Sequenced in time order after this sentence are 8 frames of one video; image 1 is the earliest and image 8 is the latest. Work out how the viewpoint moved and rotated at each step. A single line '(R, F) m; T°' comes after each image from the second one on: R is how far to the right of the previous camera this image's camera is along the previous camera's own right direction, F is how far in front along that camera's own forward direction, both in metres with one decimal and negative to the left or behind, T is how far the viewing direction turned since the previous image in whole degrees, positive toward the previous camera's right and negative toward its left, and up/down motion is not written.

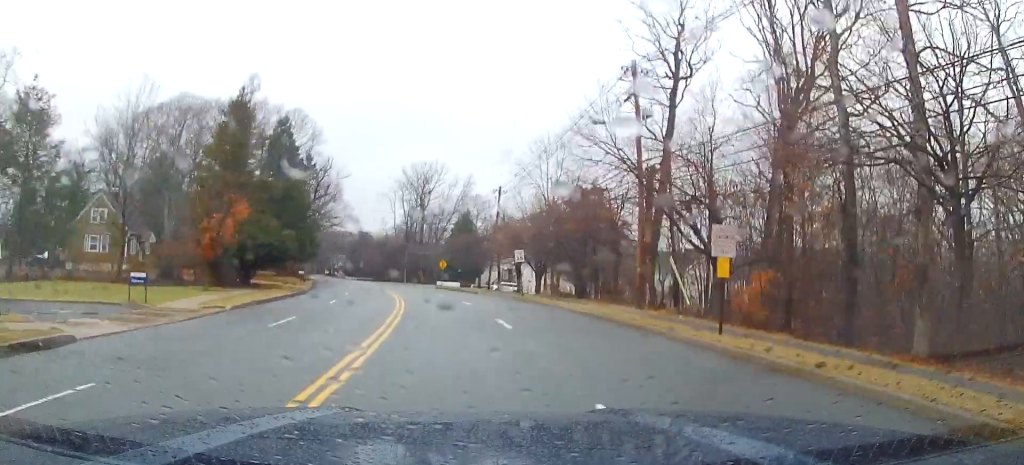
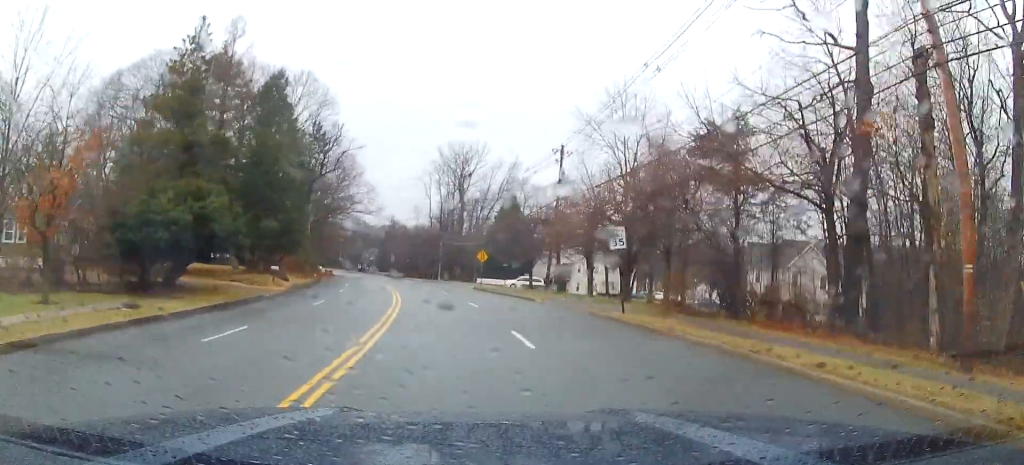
(-1.6, +17.4) m; -8°
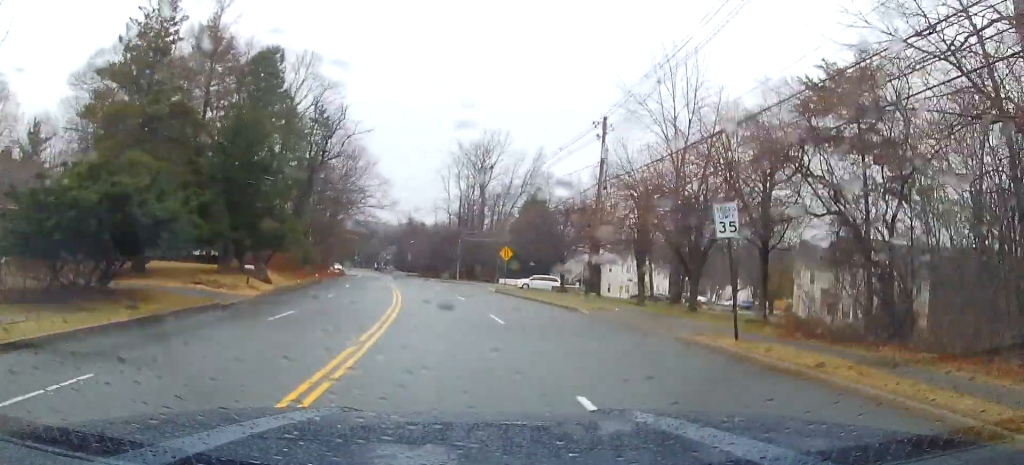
(-0.2, +7.7) m; -2°
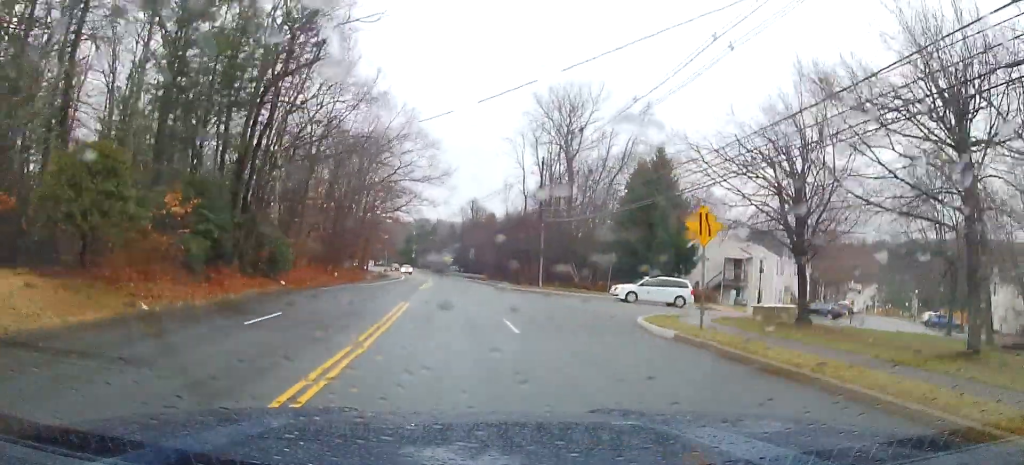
(-0.8, +27.8) m; -1°
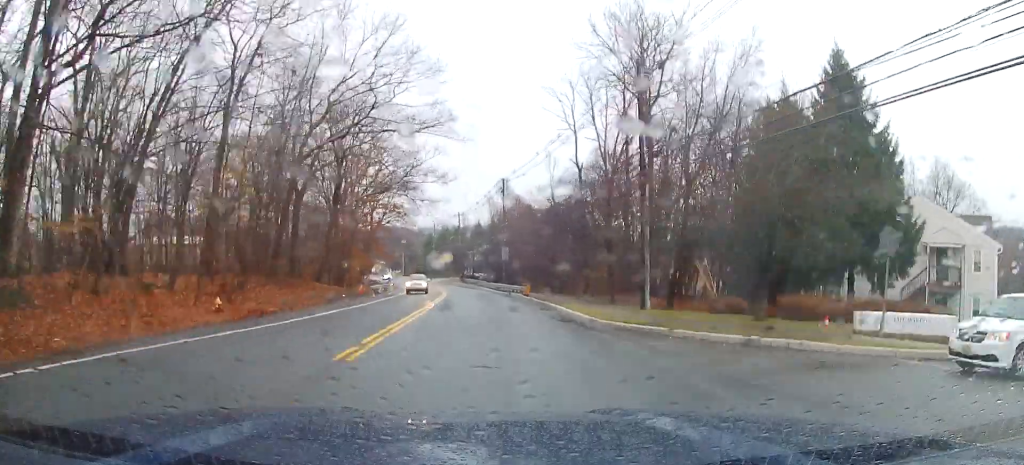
(-0.3, +26.3) m; -2°
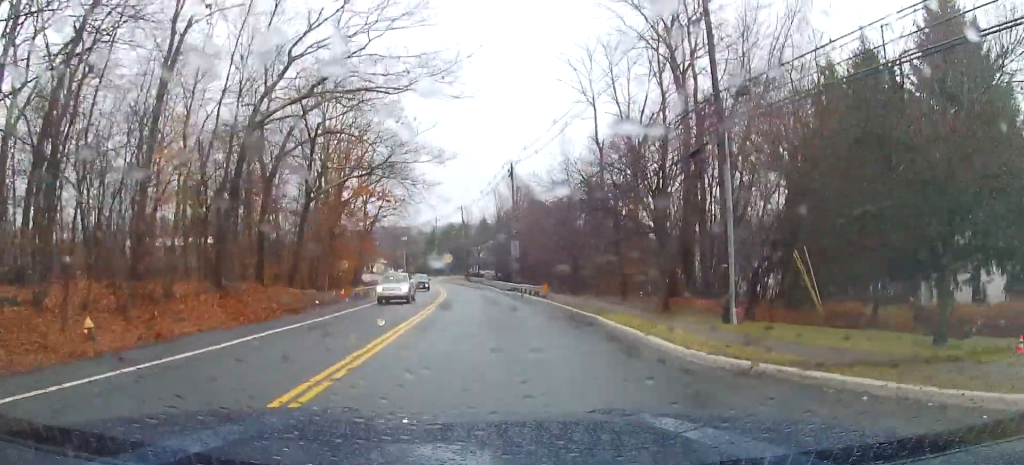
(0.0, +8.6) m; 0°
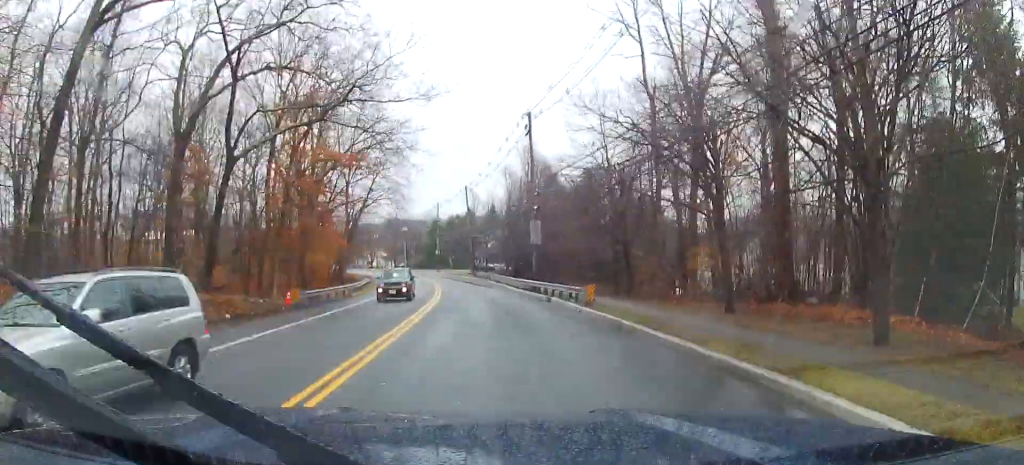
(0.0, +13.7) m; -1°
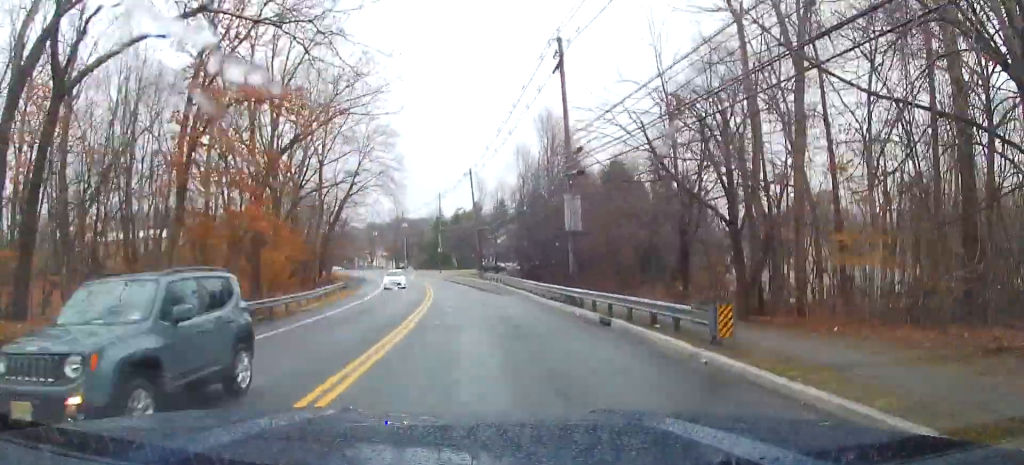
(-0.1, +12.7) m; -2°
